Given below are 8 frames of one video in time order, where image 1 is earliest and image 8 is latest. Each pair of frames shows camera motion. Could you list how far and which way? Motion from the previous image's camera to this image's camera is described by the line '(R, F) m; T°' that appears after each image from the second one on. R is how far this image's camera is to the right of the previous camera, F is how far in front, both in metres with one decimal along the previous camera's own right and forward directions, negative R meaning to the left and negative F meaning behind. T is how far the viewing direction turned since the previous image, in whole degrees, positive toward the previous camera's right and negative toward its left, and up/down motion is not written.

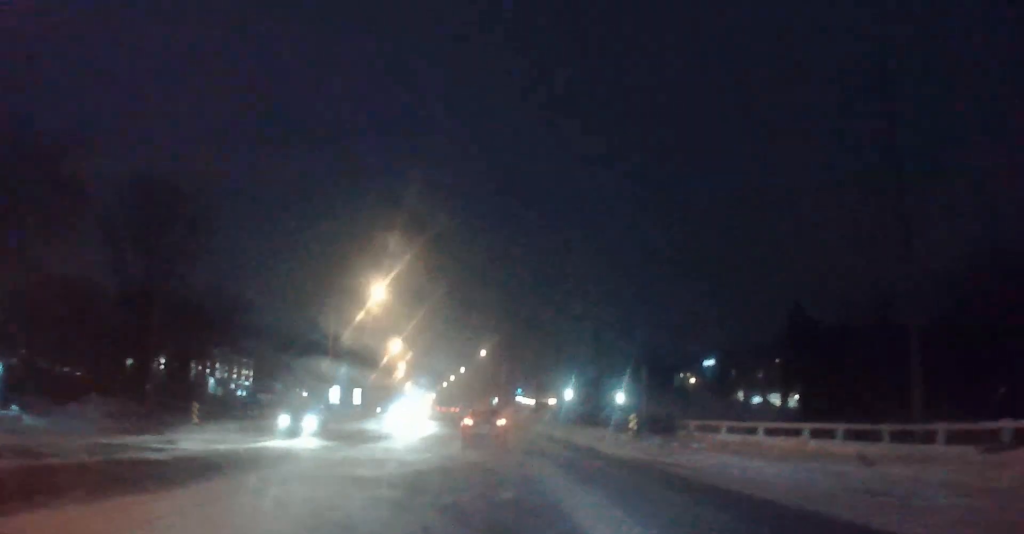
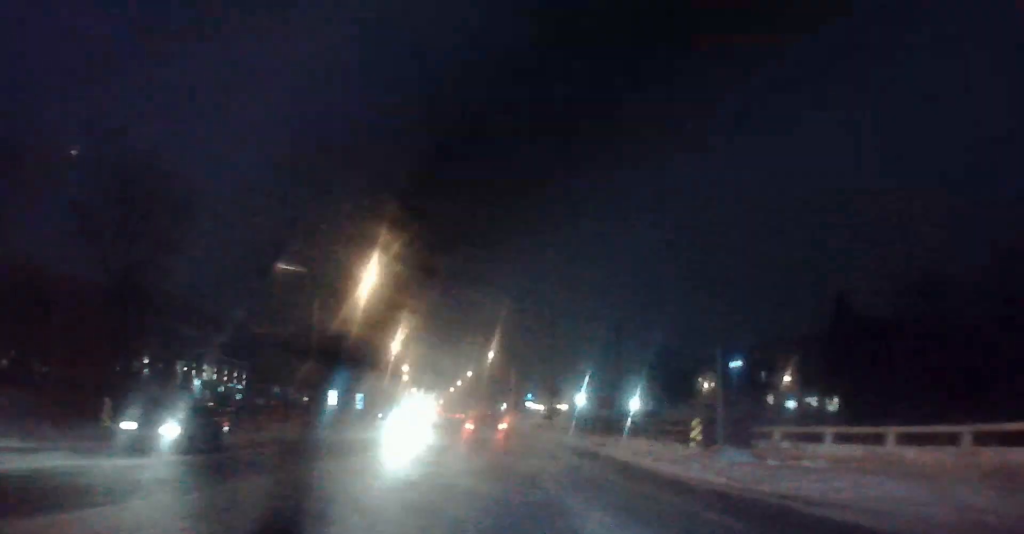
(0.0, +8.2) m; -1°
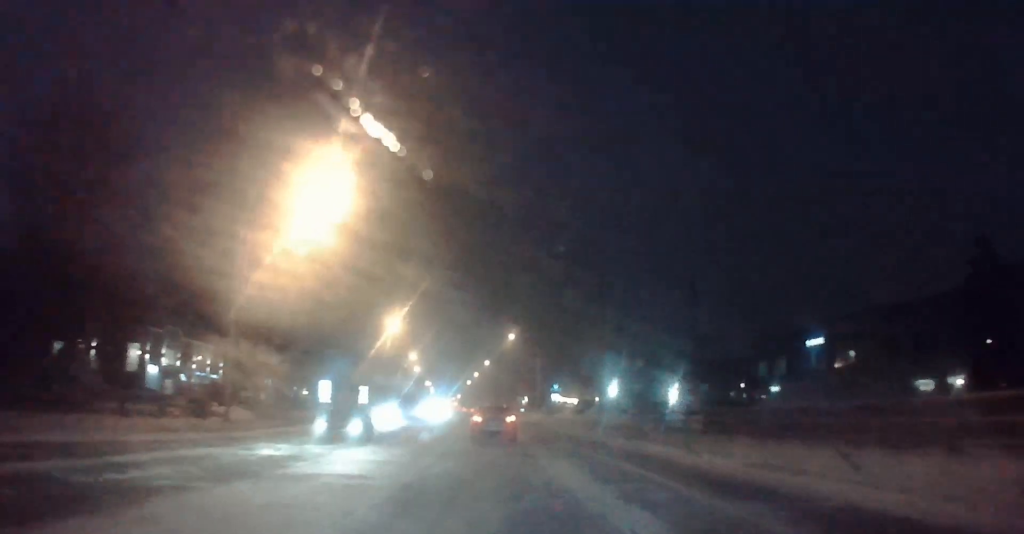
(-0.6, +18.8) m; -2°
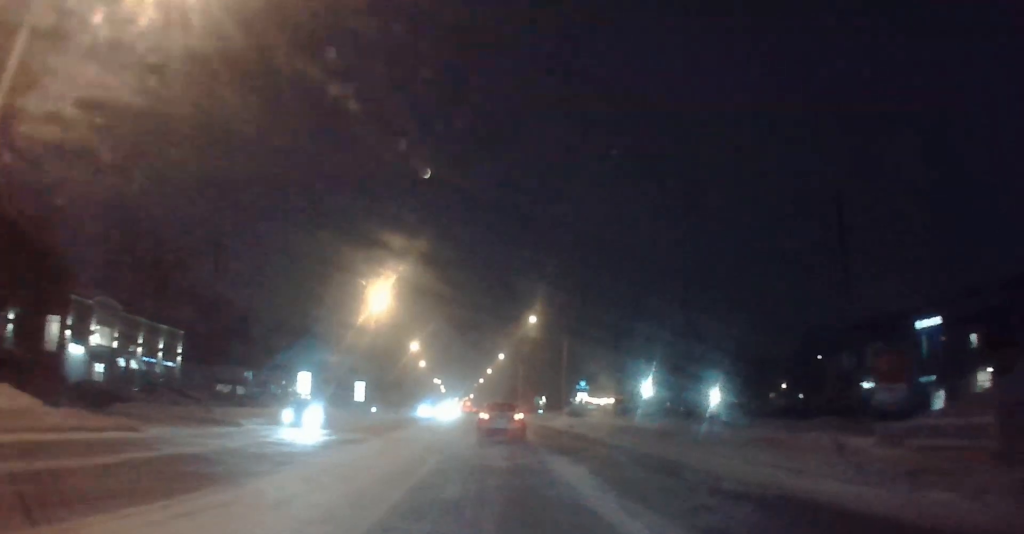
(+0.2, +19.4) m; -2°
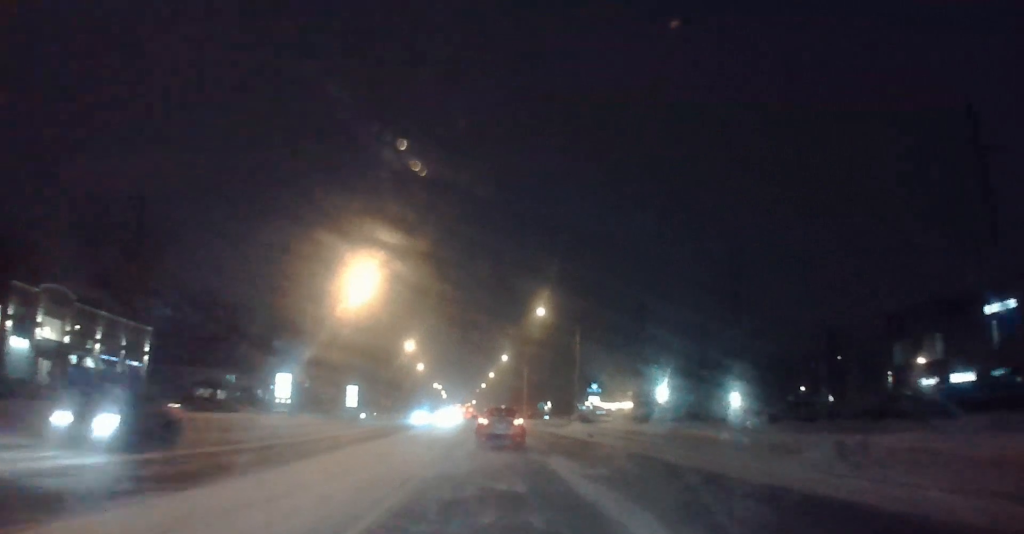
(-0.5, +9.3) m; -2°
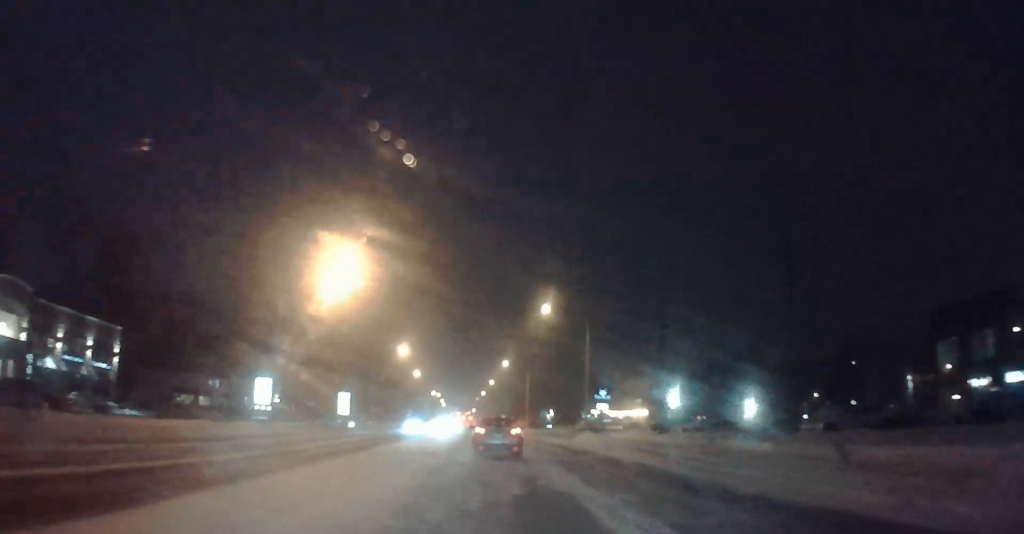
(-0.4, +6.8) m; -1°
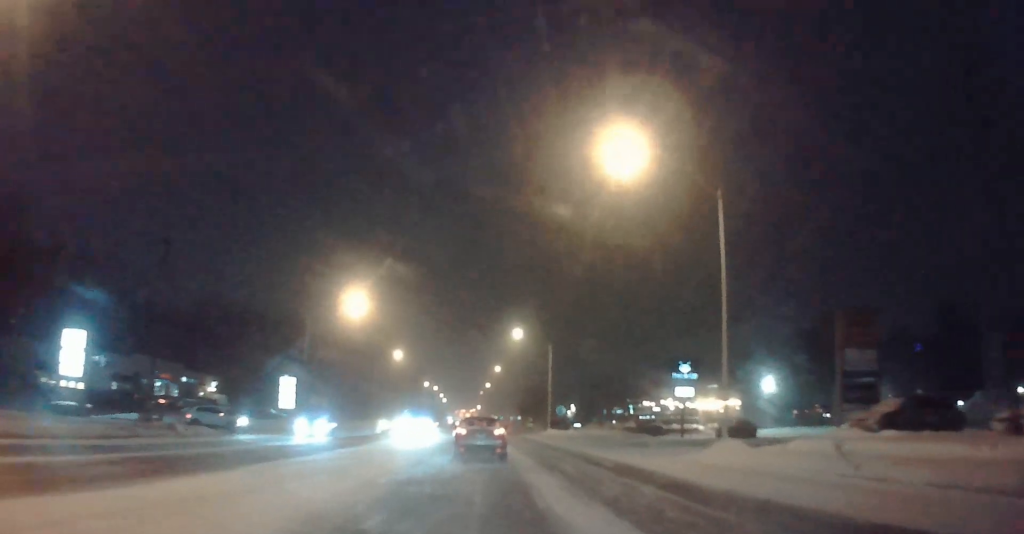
(+1.4, +36.0) m; +2°
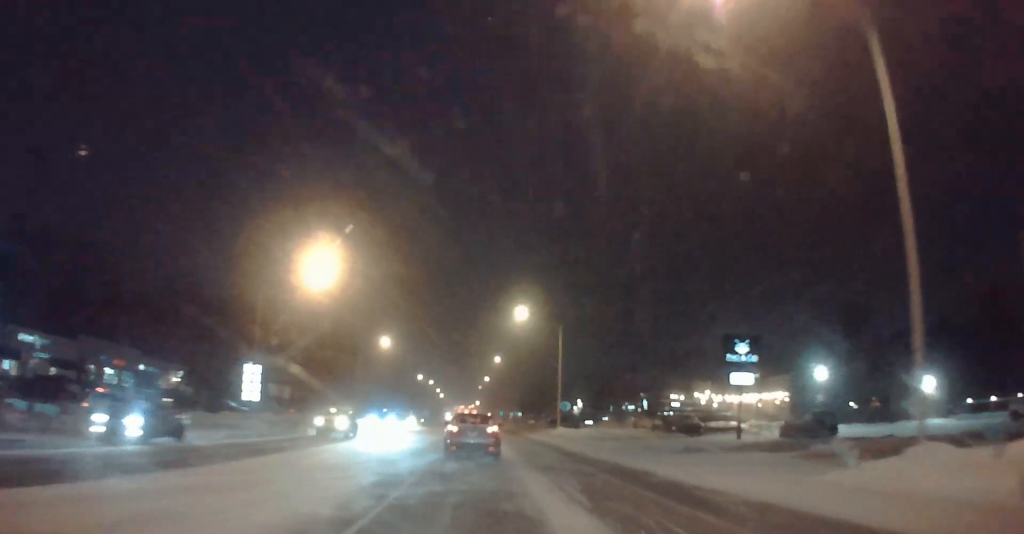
(0.0, +12.1) m; 0°
